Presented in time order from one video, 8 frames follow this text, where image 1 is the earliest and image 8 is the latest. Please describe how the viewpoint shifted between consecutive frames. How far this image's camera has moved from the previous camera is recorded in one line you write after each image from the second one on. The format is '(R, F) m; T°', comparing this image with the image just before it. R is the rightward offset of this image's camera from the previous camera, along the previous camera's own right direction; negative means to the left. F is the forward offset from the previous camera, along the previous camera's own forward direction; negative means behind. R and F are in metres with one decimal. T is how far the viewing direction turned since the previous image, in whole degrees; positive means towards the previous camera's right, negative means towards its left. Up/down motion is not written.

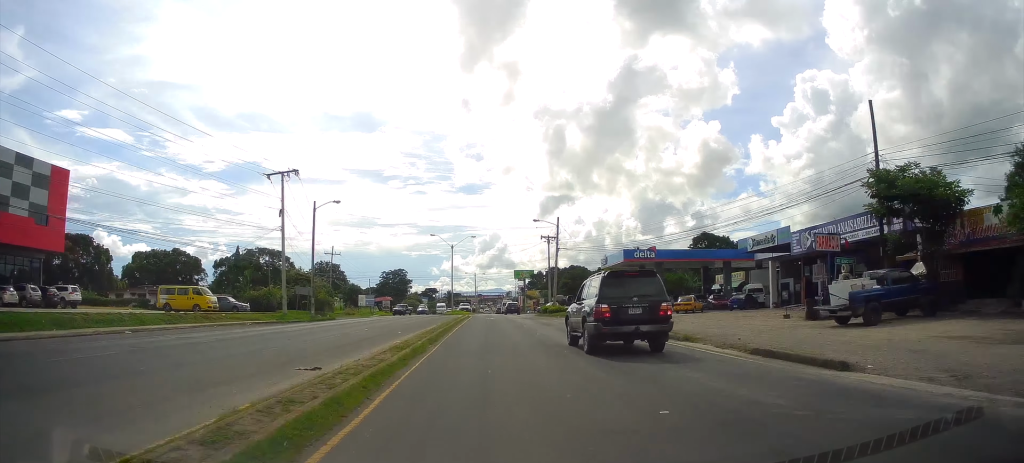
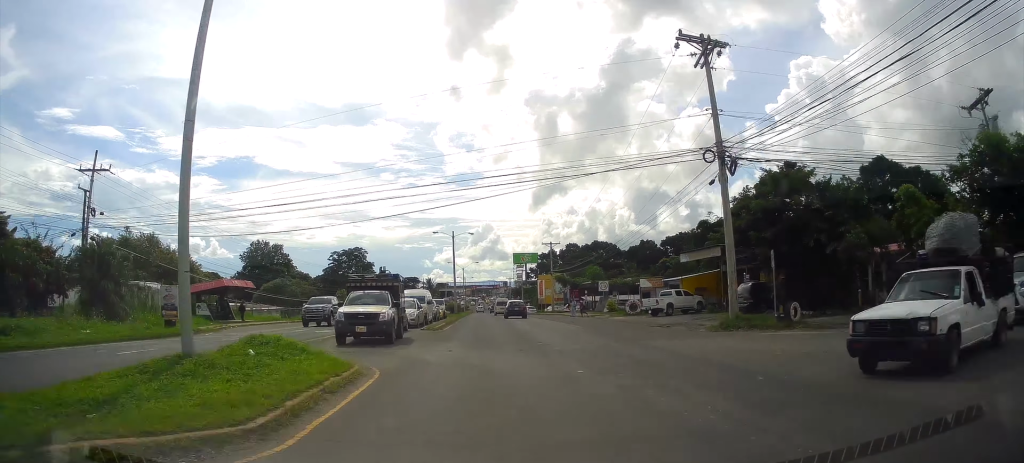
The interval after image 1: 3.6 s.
(+0.7, +69.1) m; 0°
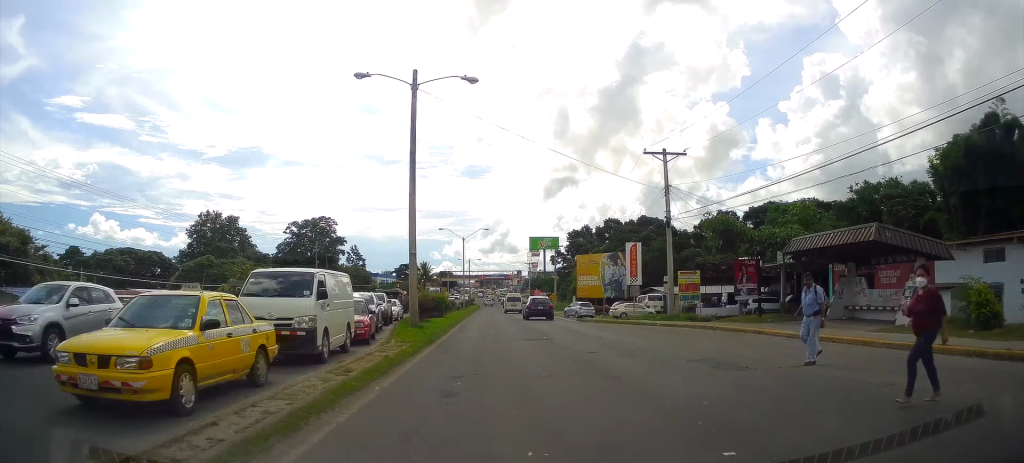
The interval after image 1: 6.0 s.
(-0.4, +45.8) m; -1°
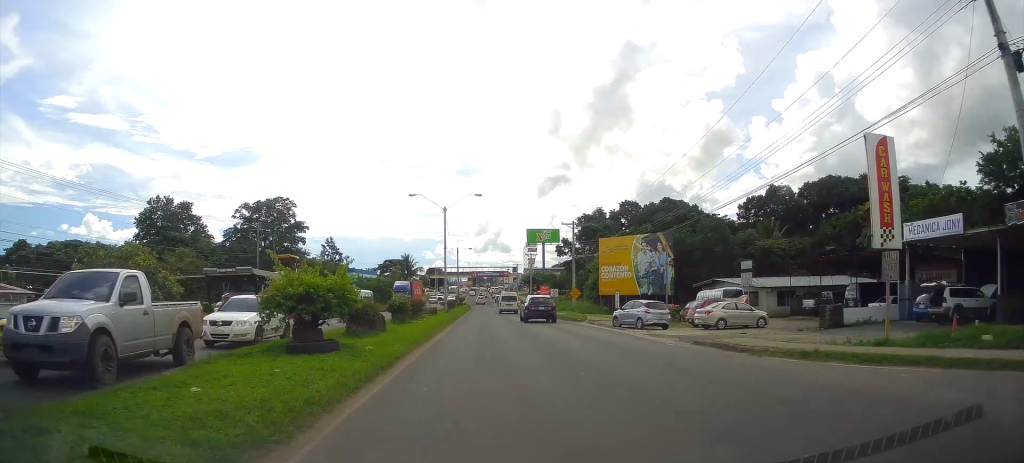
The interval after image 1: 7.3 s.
(-0.1, +23.3) m; 0°
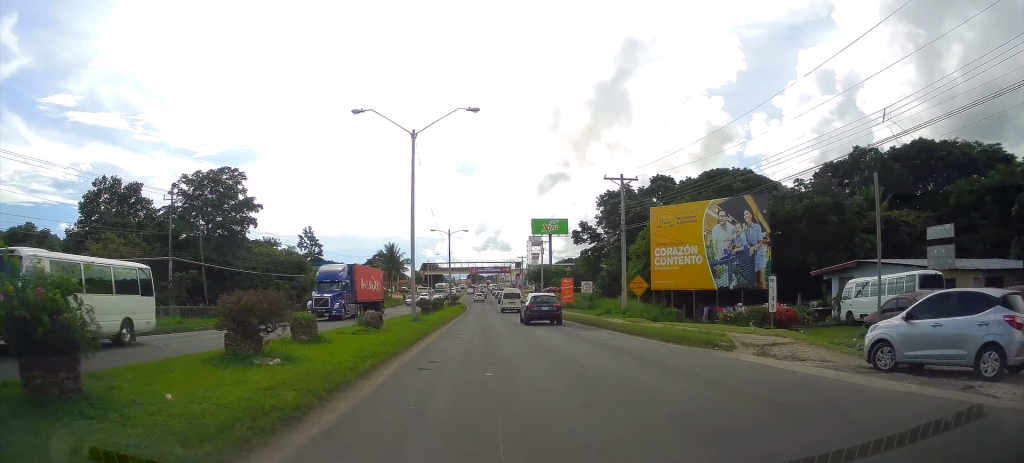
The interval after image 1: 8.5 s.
(0.0, +23.1) m; +1°
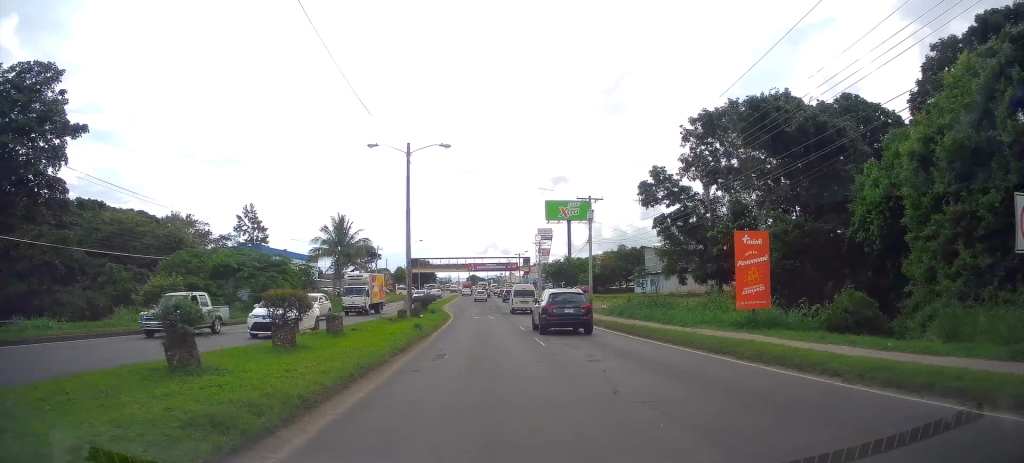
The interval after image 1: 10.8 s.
(+0.6, +41.7) m; +1°
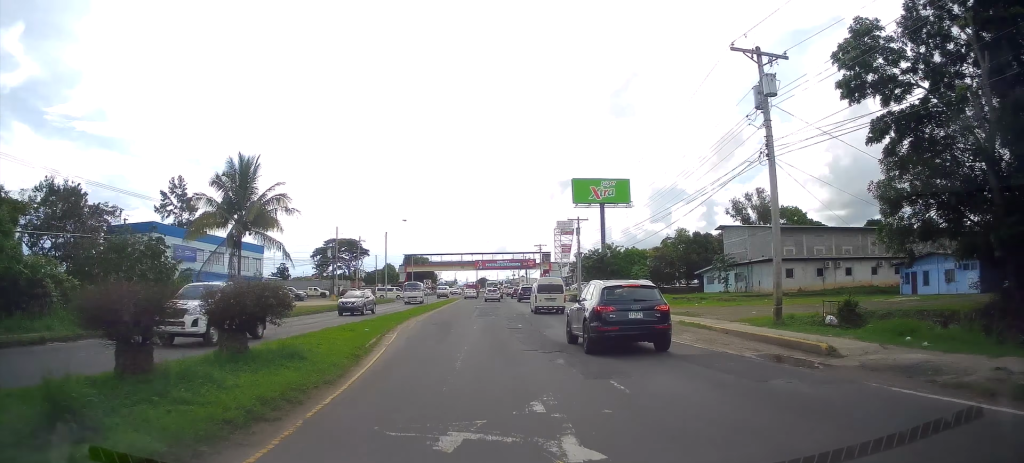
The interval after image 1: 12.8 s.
(0.0, +32.4) m; -1°
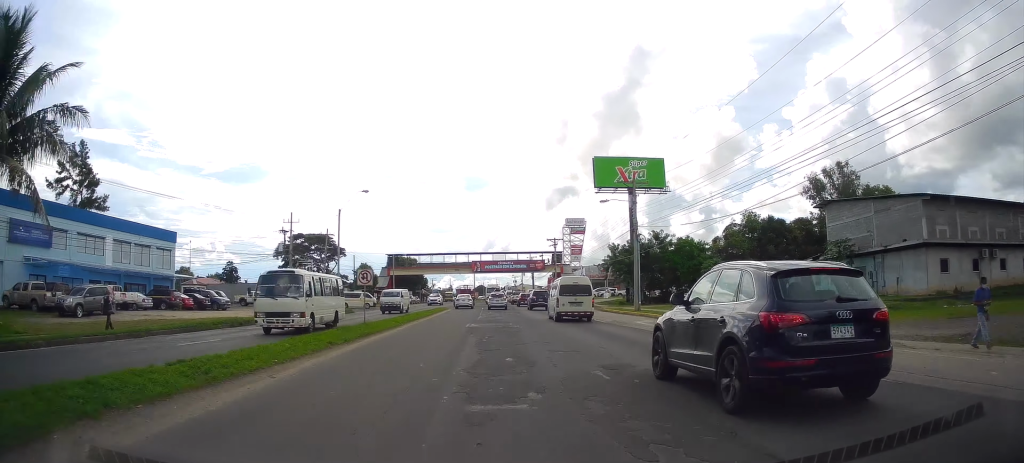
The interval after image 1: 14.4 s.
(-0.4, +24.6) m; -1°
